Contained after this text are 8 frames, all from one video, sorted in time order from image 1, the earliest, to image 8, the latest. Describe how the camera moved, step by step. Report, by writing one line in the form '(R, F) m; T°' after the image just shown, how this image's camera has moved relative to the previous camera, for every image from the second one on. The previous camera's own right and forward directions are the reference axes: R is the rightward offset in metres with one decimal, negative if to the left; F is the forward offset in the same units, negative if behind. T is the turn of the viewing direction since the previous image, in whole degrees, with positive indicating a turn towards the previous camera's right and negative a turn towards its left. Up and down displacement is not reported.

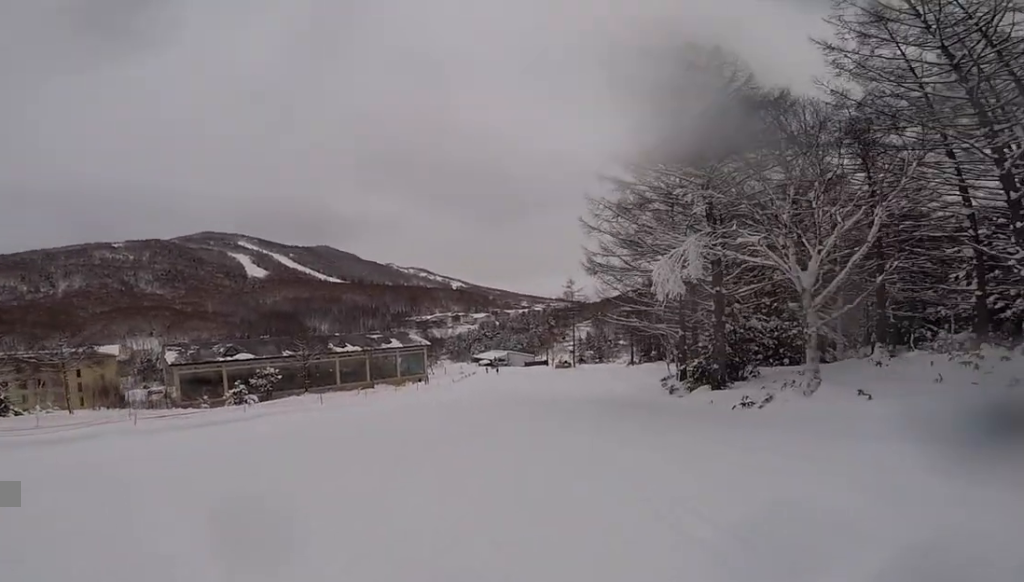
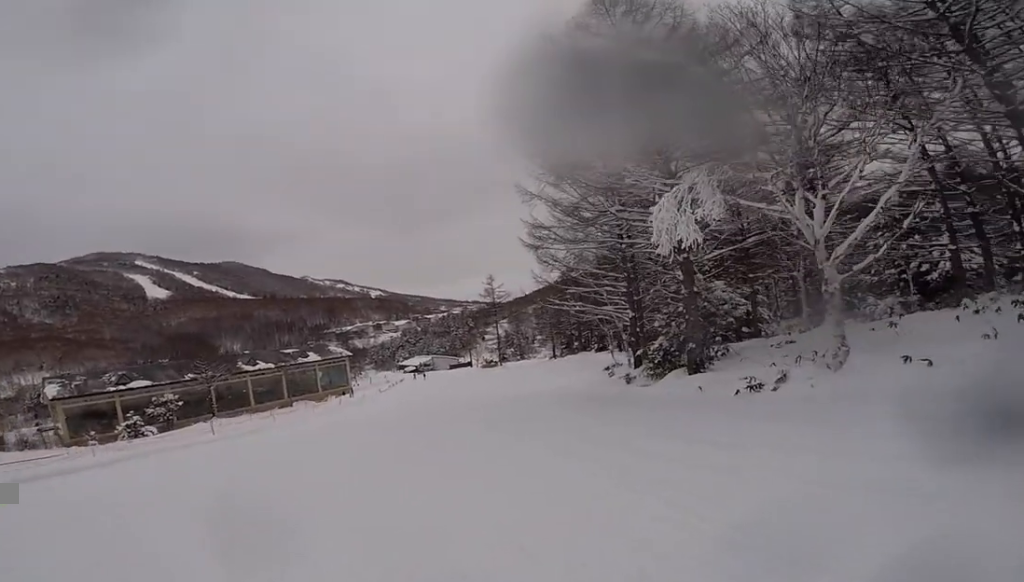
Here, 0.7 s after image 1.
(0.0, +4.6) m; 0°
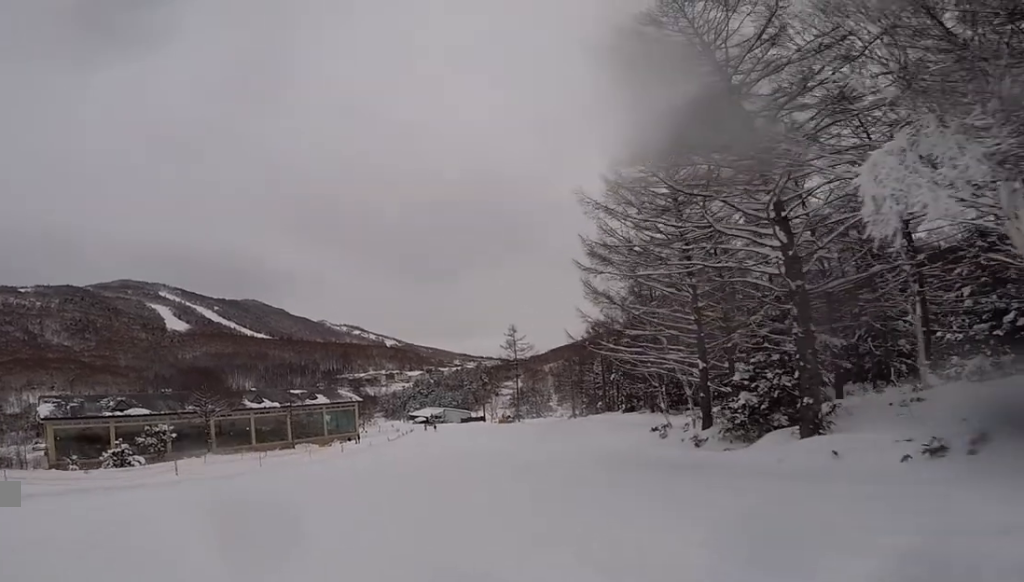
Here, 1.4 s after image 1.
(0.0, +4.2) m; 0°
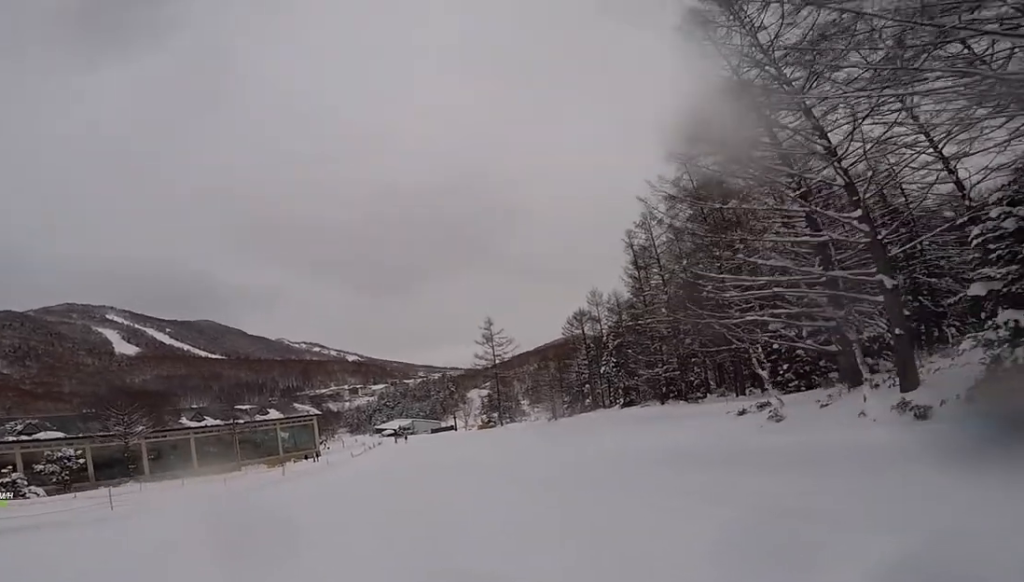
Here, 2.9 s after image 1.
(+0.2, +10.2) m; +7°
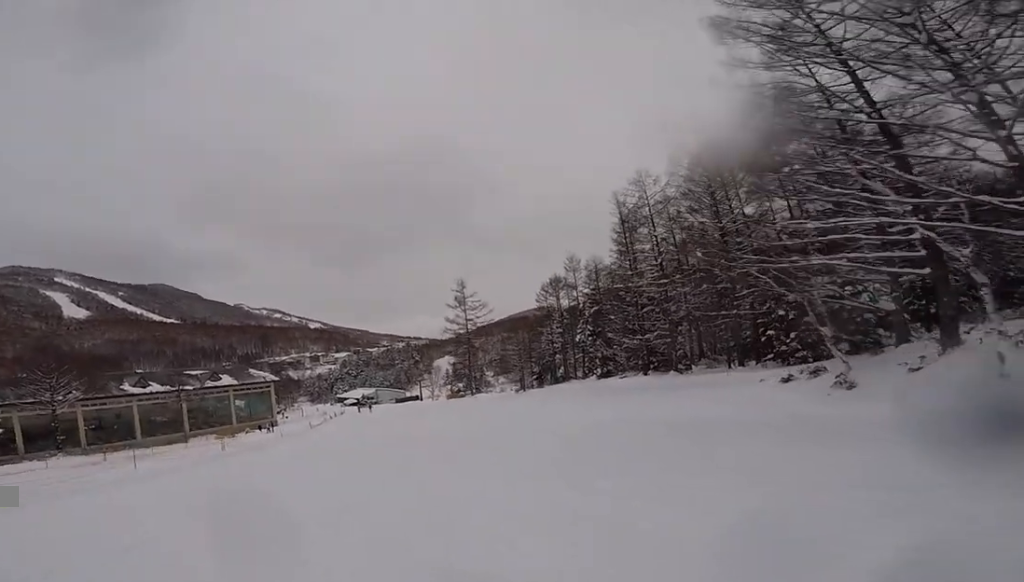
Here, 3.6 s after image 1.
(+0.4, +4.8) m; +1°
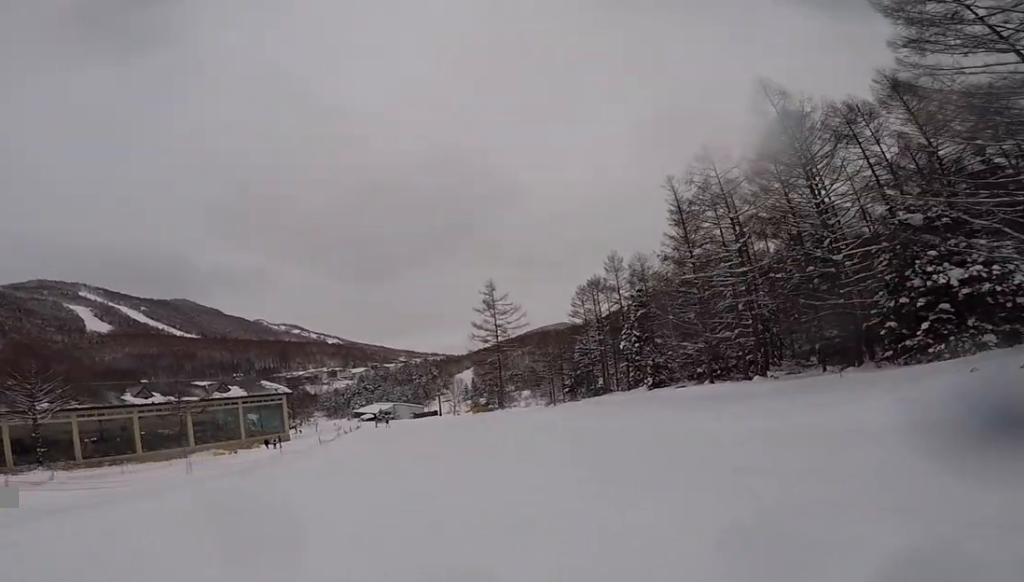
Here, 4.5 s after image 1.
(0.0, +6.5) m; +1°
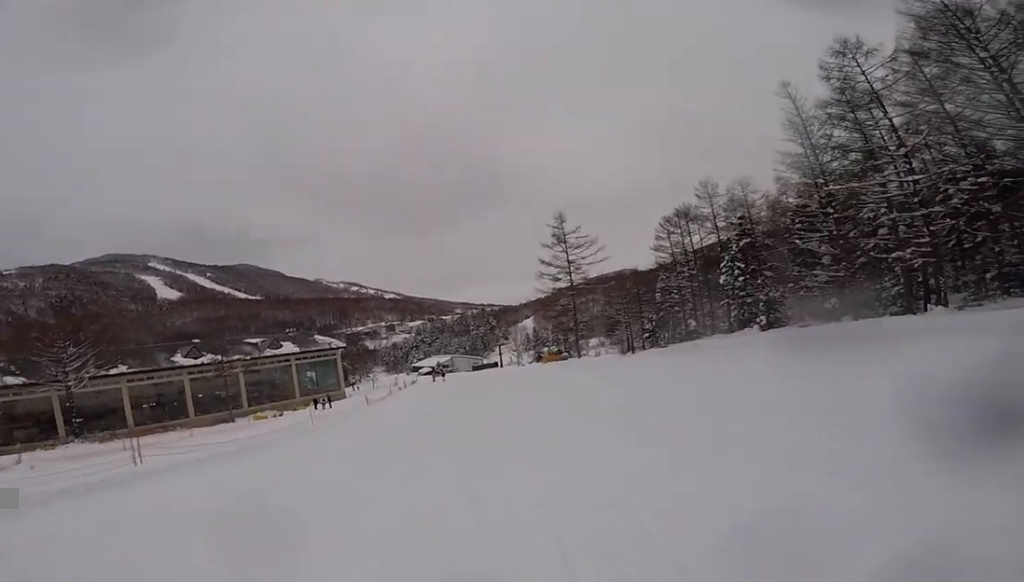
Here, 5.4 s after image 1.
(0.0, +6.5) m; +1°
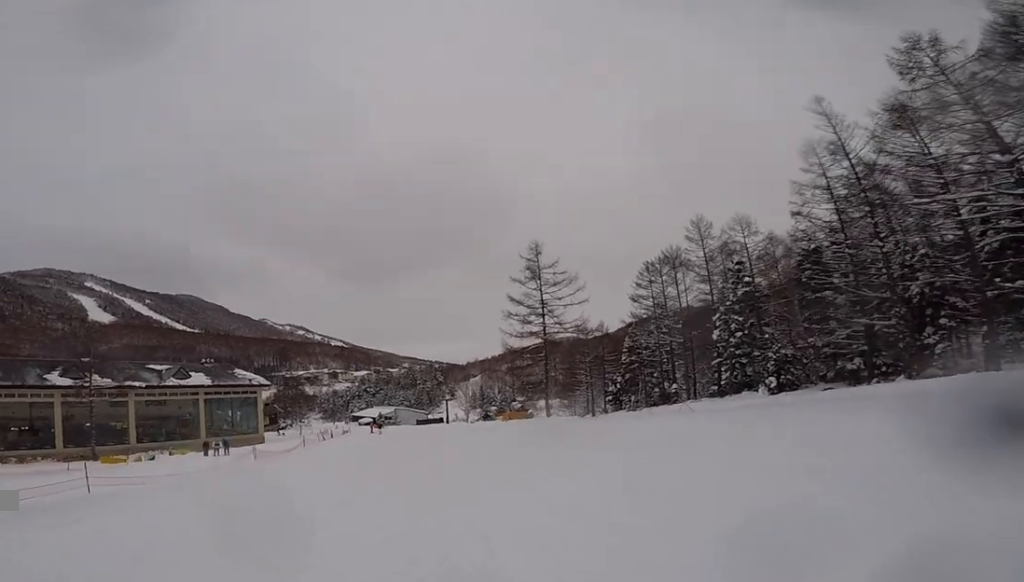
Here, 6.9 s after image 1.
(-0.3, +9.5) m; 0°
